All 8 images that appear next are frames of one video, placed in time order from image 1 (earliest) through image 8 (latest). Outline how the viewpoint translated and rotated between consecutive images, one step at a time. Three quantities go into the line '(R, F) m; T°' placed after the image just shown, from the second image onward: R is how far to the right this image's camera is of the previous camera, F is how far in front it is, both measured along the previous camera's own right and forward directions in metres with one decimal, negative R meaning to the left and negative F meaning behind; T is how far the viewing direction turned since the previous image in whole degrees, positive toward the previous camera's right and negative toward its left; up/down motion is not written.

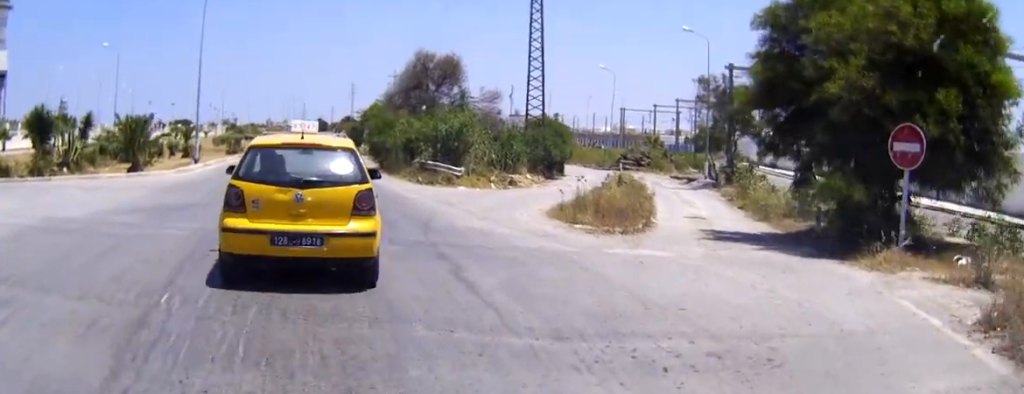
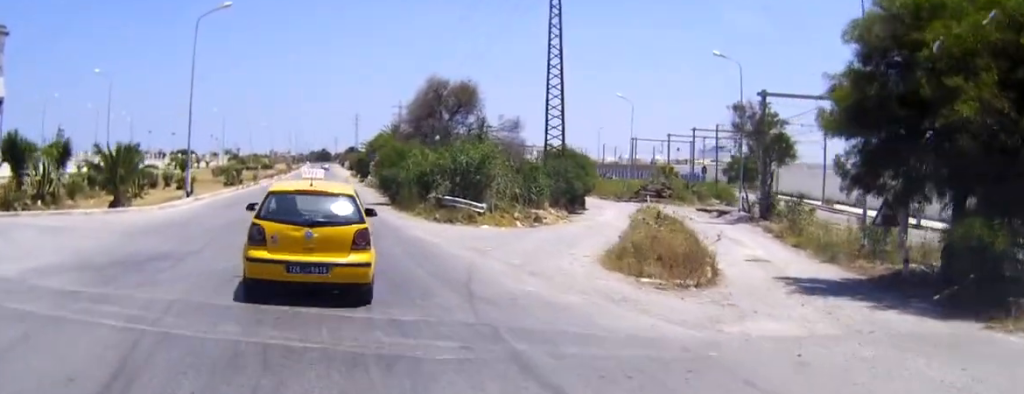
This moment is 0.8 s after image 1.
(+0.4, +4.1) m; +5°
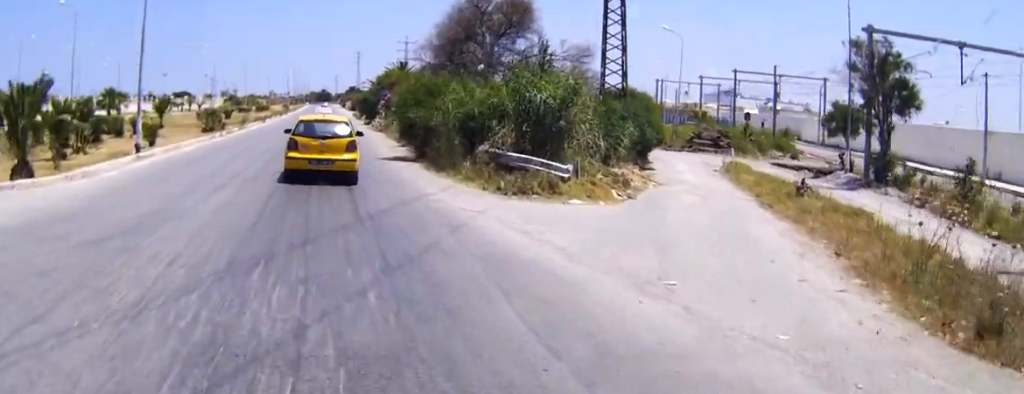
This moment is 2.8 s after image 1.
(-0.1, +10.9) m; 0°
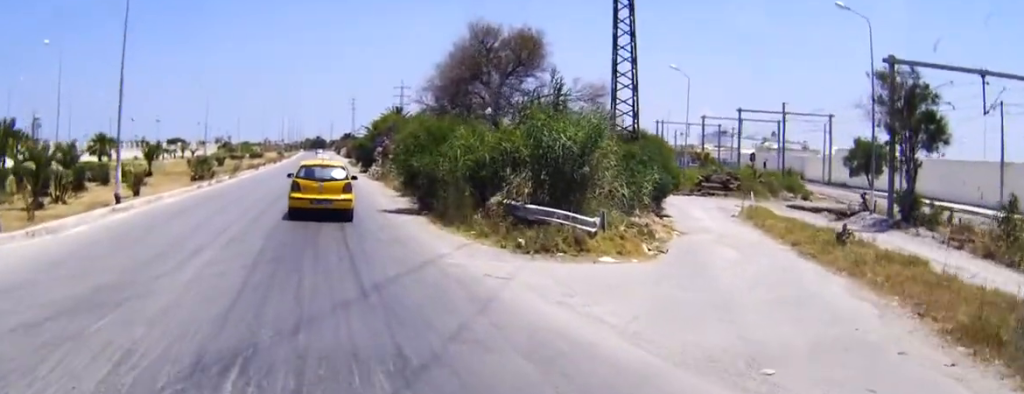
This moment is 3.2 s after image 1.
(0.0, +2.5) m; 0°
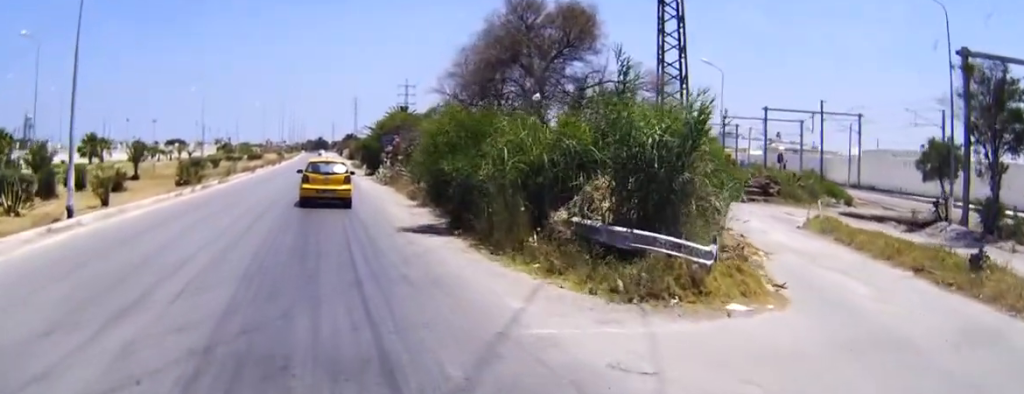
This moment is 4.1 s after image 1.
(0.0, +5.6) m; 0°
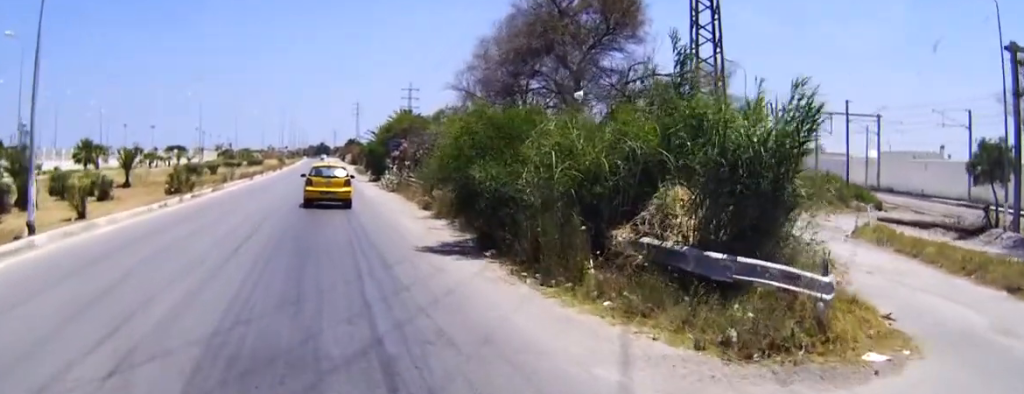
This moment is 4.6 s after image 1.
(0.0, +3.1) m; 0°
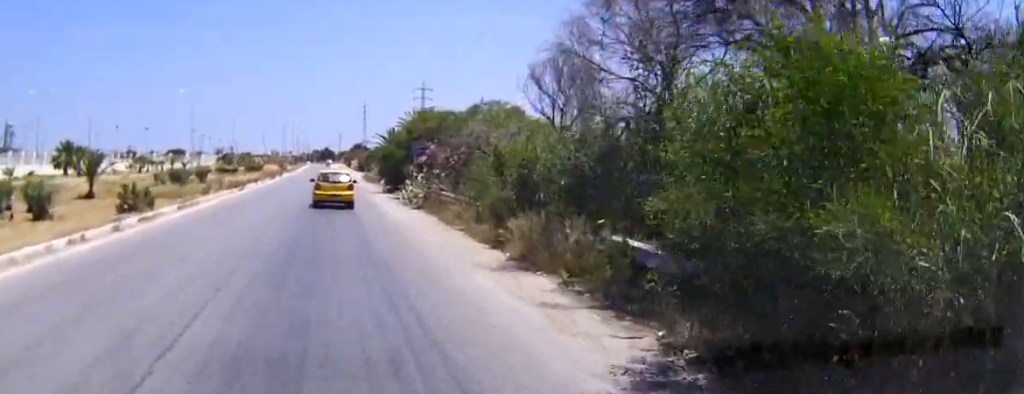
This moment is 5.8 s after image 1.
(0.0, +10.1) m; 0°
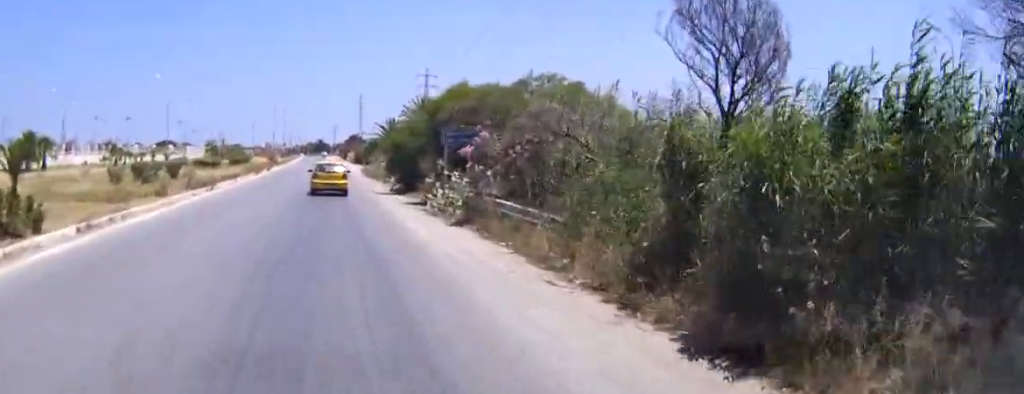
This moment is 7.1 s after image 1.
(0.0, +11.5) m; 0°
